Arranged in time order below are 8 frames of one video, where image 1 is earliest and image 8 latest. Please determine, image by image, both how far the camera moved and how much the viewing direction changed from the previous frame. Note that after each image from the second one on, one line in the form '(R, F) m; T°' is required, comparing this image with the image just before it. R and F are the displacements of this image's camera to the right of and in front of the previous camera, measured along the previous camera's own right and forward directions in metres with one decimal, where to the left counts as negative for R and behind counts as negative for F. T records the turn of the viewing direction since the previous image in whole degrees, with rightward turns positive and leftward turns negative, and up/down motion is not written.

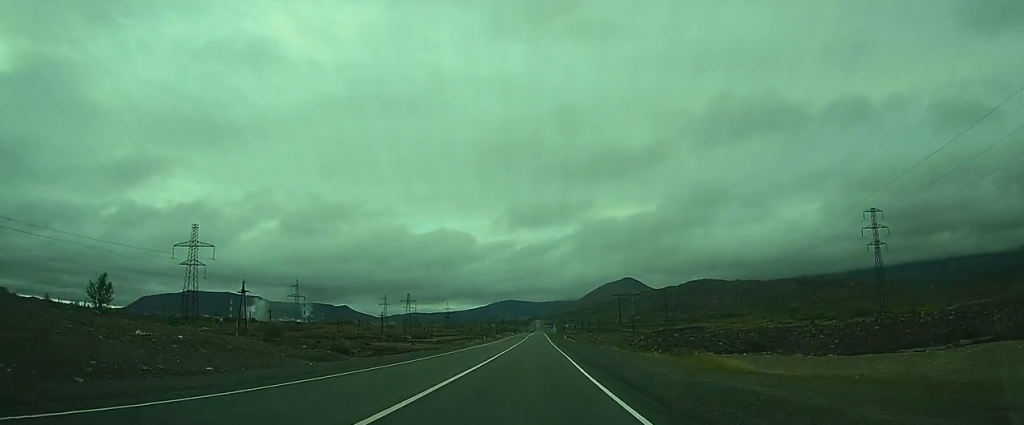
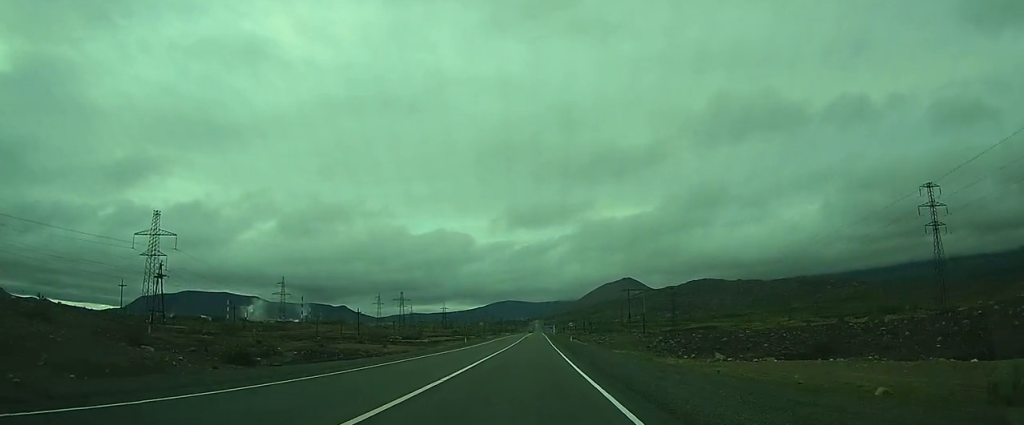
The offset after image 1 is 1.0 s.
(-0.4, +22.9) m; -1°
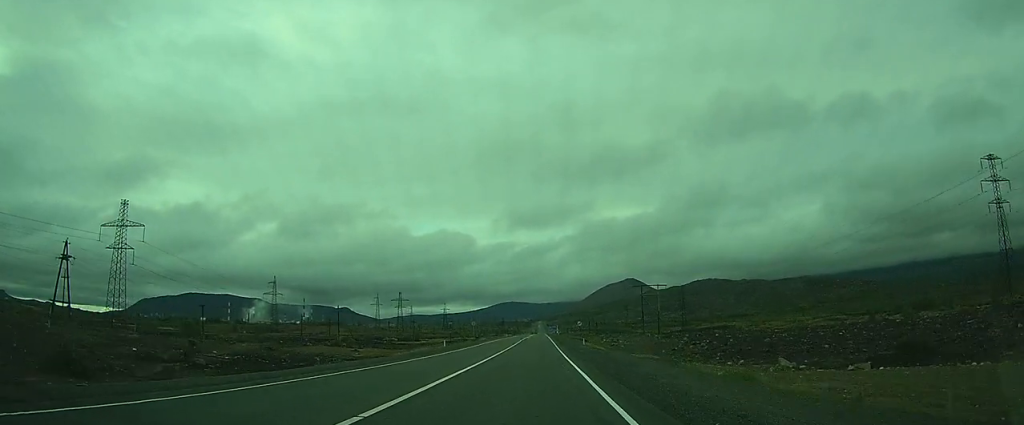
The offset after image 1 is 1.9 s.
(-0.1, +18.4) m; 0°
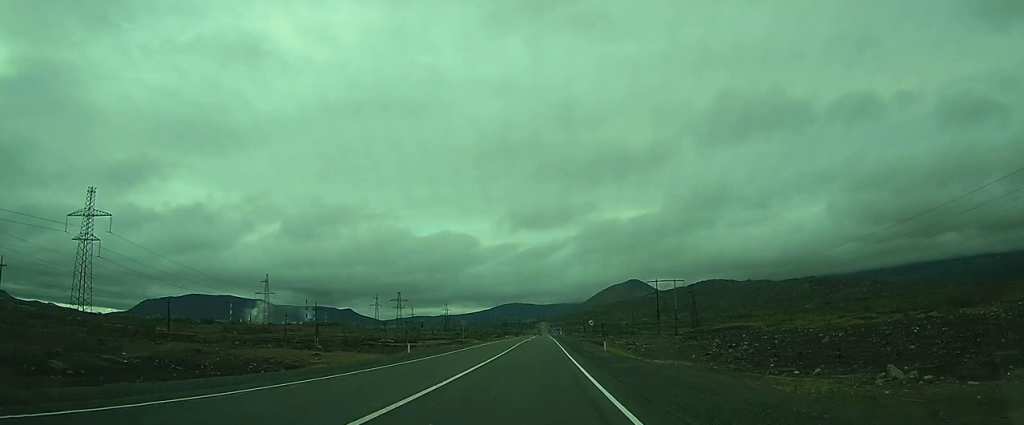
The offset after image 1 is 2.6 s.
(0.0, +16.8) m; 0°
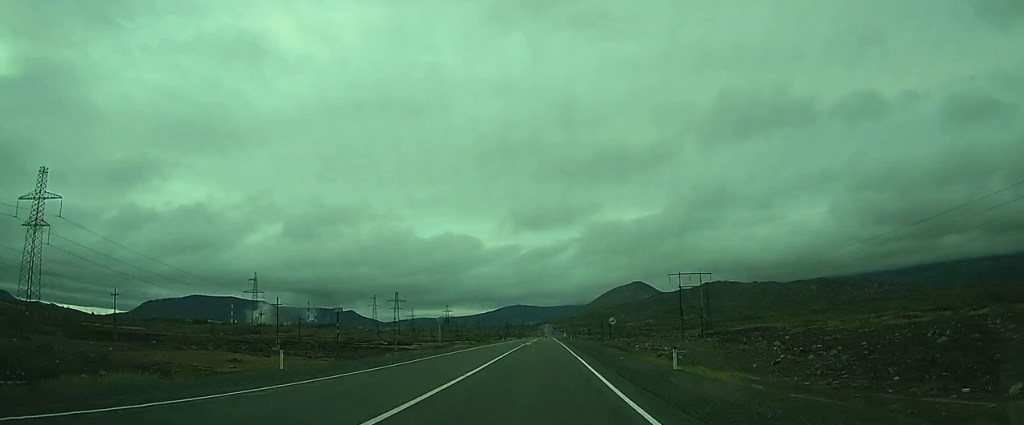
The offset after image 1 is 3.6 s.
(-0.1, +20.9) m; -1°
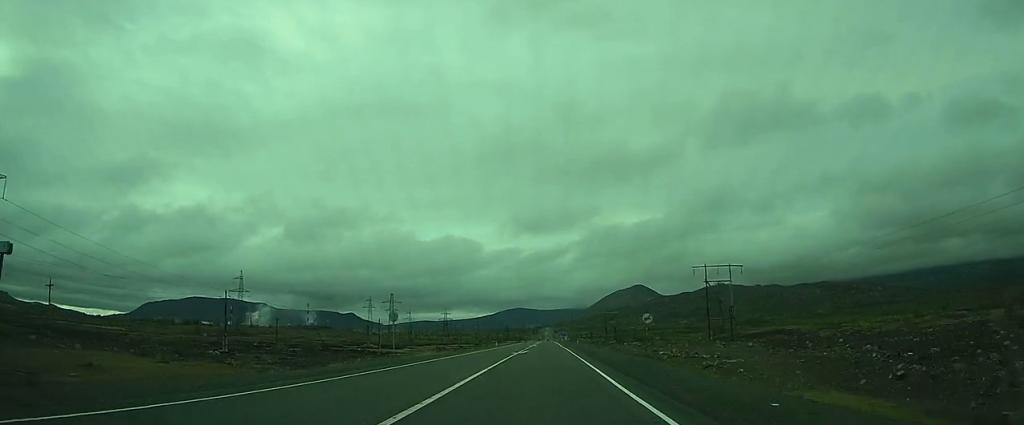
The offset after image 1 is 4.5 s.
(-0.2, +19.3) m; -2°
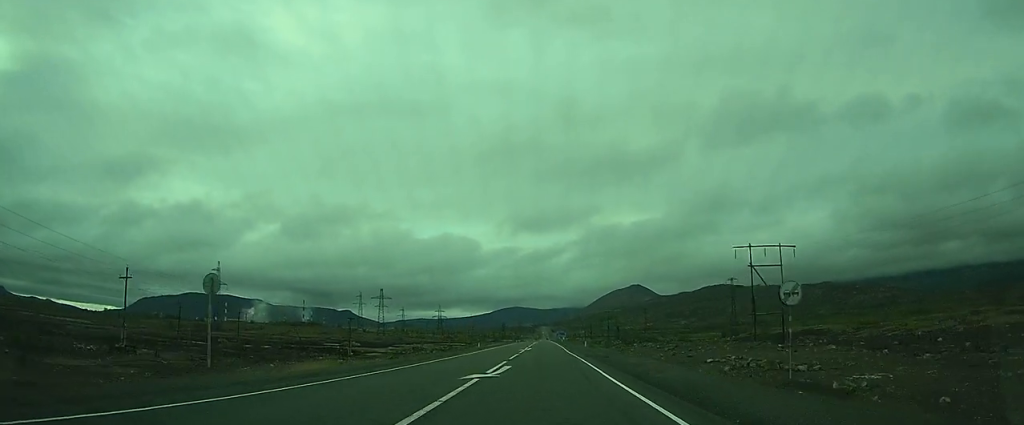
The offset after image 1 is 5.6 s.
(-0.5, +24.0) m; +1°
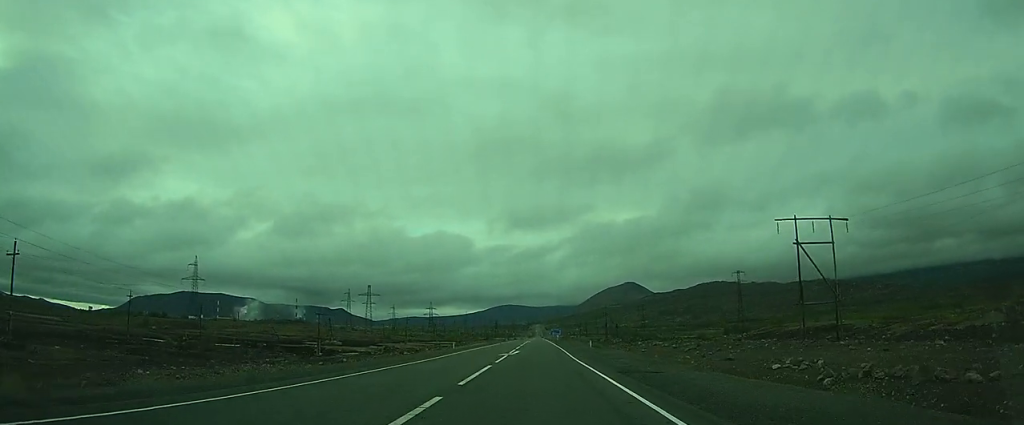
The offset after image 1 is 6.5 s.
(+0.6, +17.3) m; +2°
